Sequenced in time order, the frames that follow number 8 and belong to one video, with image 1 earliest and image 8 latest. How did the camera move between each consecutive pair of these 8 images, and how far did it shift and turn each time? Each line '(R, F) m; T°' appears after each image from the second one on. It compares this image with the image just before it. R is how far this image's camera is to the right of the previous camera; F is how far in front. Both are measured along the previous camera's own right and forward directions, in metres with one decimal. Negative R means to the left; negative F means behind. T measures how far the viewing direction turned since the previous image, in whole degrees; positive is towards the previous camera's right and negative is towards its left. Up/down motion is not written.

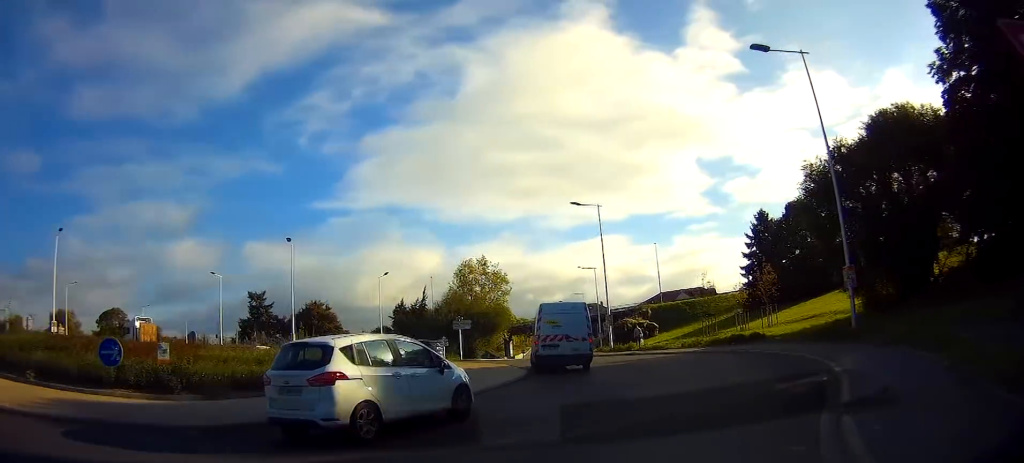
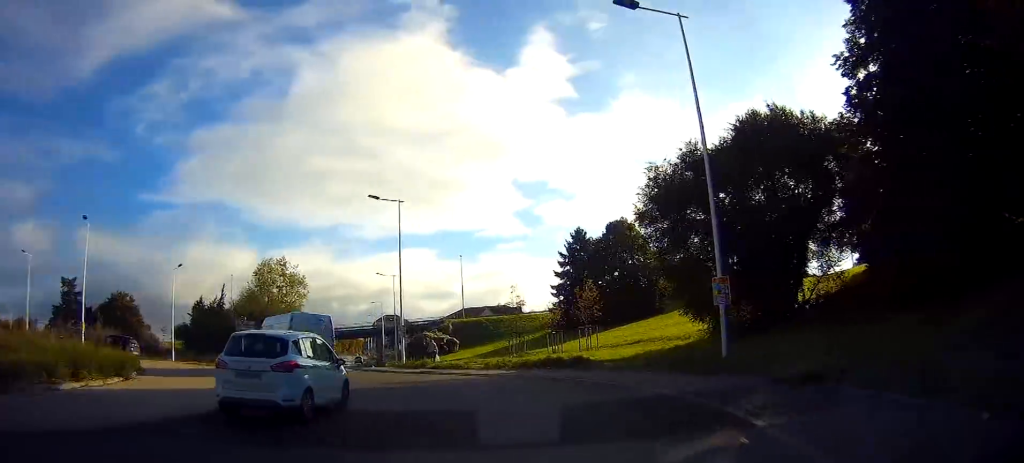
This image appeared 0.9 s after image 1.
(+0.1, +4.7) m; +9°
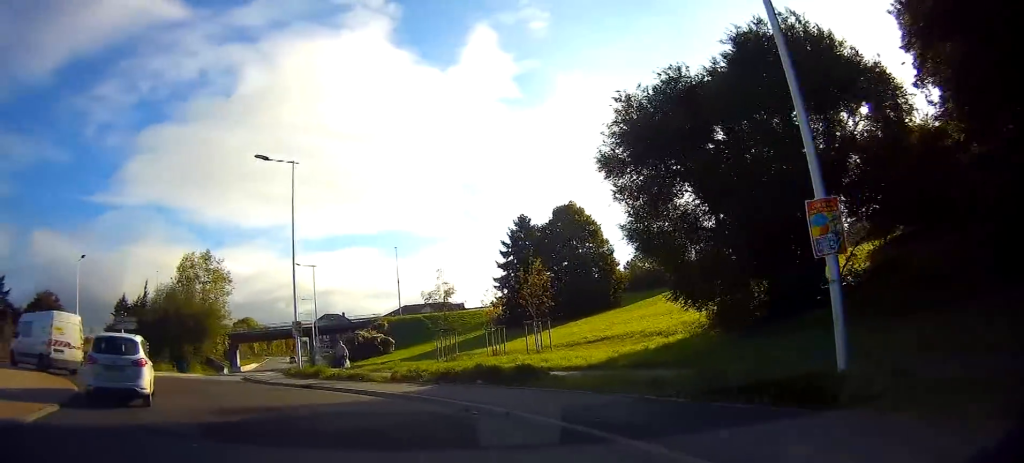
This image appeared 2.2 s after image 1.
(+1.3, +8.0) m; +7°
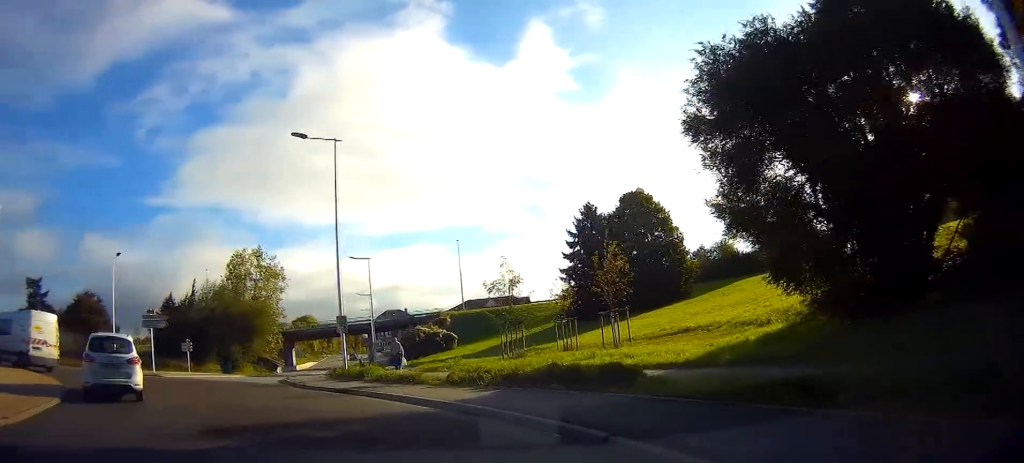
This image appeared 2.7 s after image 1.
(0.0, +3.2) m; -5°
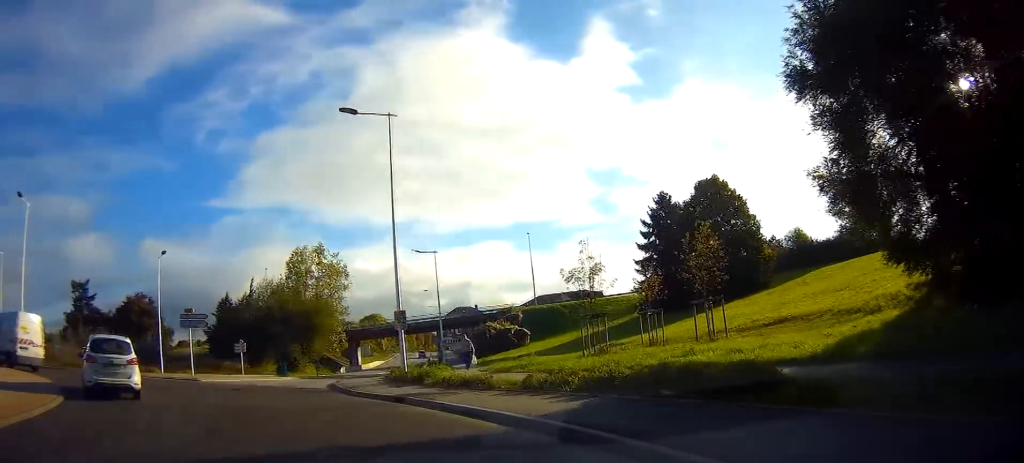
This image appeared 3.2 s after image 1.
(-0.2, +3.0) m; -7°
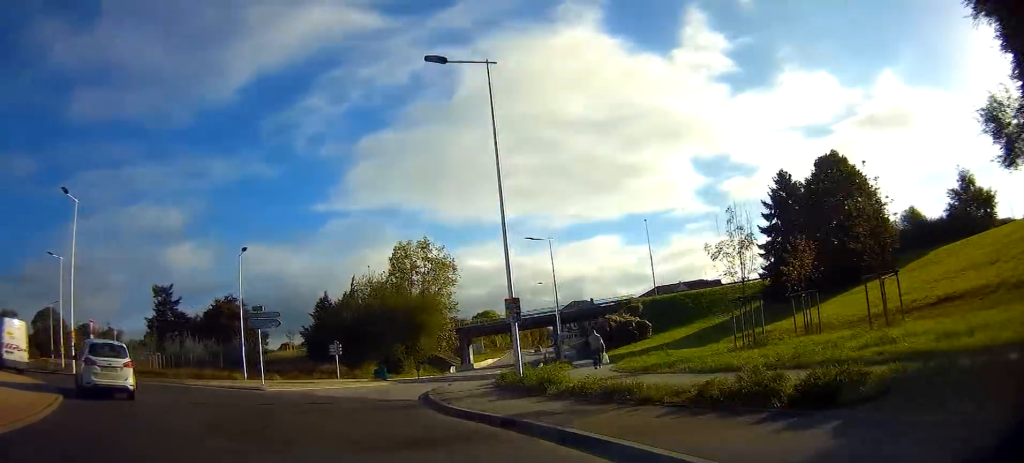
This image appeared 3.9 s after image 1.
(-0.5, +4.5) m; -10°
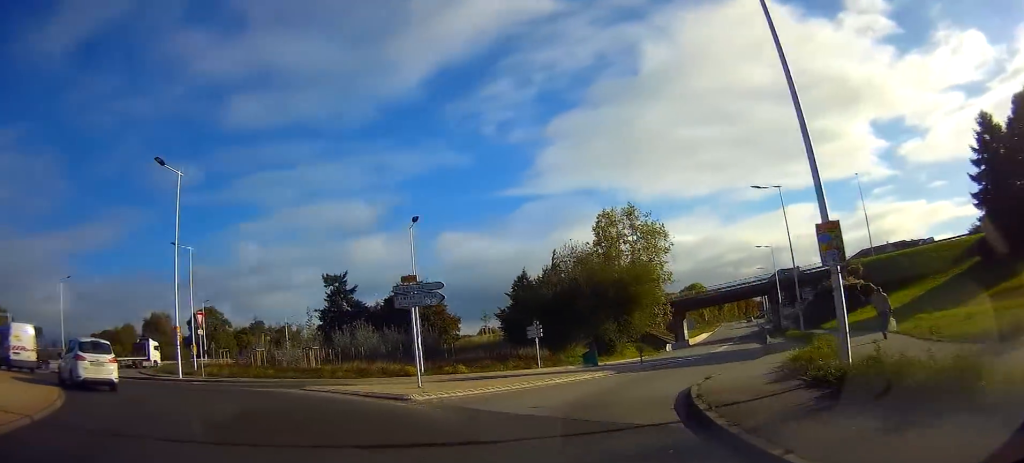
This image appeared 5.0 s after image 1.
(-1.0, +7.5) m; -15°
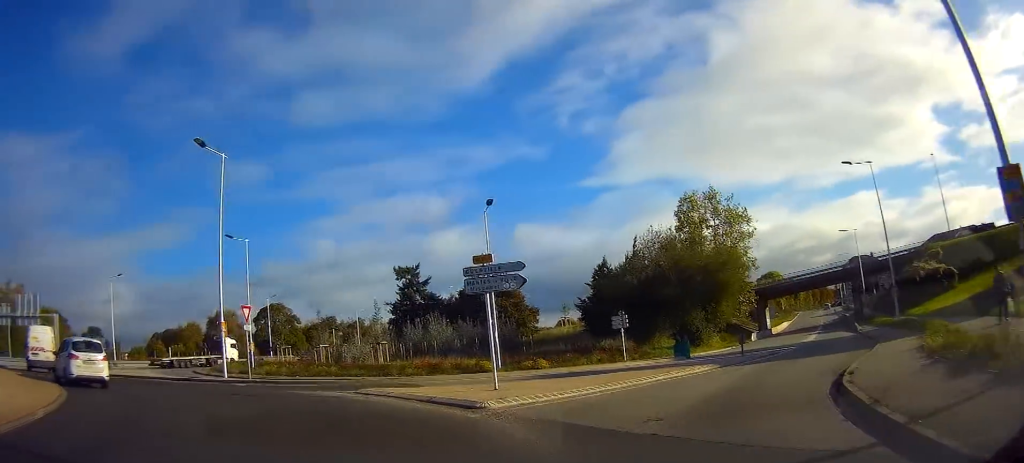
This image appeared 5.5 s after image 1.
(+0.1, +3.0) m; -6°
